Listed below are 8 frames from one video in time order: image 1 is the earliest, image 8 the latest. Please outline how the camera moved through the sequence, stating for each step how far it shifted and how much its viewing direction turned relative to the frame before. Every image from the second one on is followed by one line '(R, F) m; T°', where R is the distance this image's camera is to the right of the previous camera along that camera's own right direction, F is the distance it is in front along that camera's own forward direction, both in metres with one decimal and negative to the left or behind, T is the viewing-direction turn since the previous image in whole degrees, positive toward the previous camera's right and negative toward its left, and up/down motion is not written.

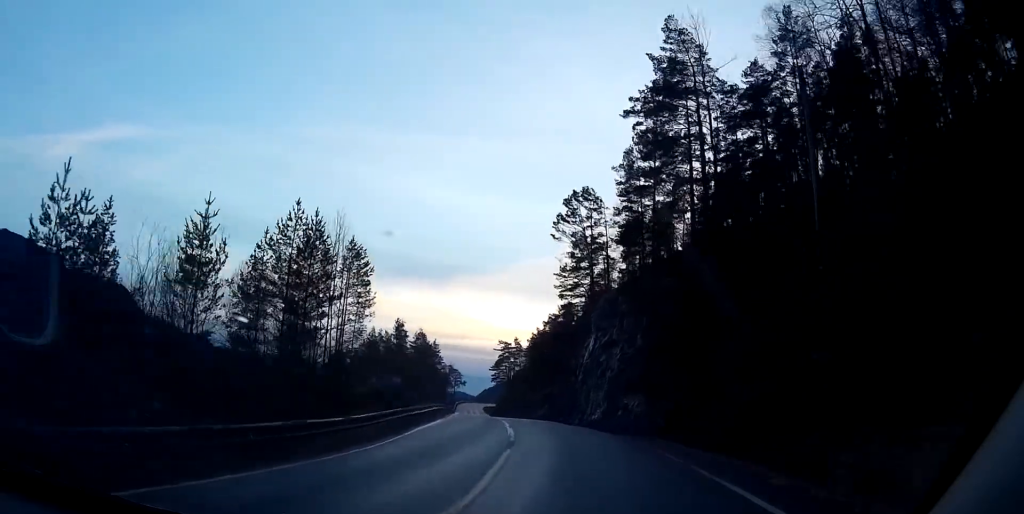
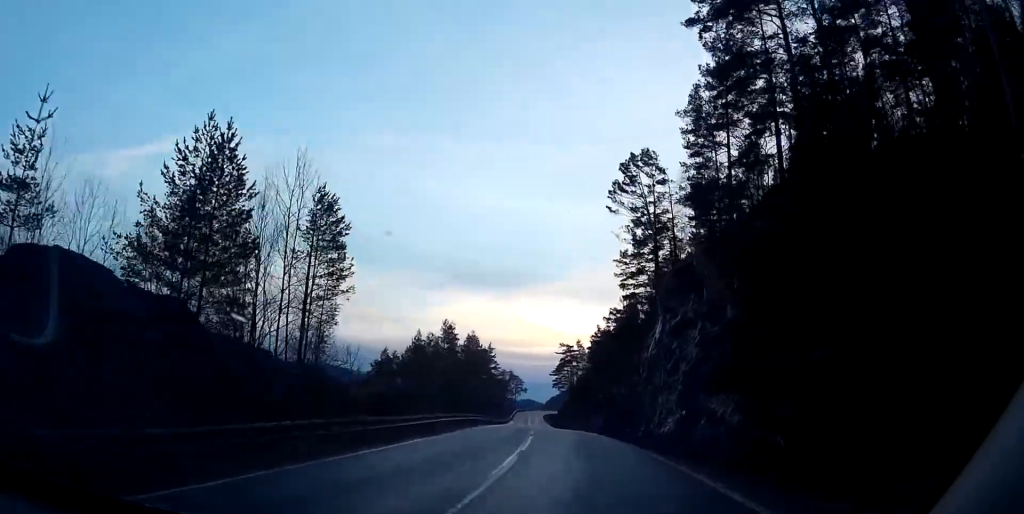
(-0.5, +12.3) m; -5°
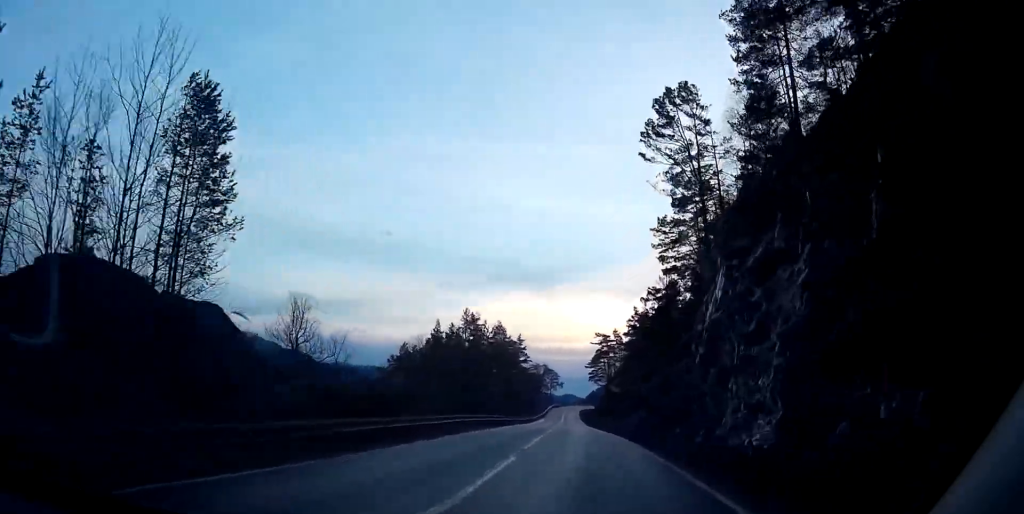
(0.0, +11.8) m; -4°
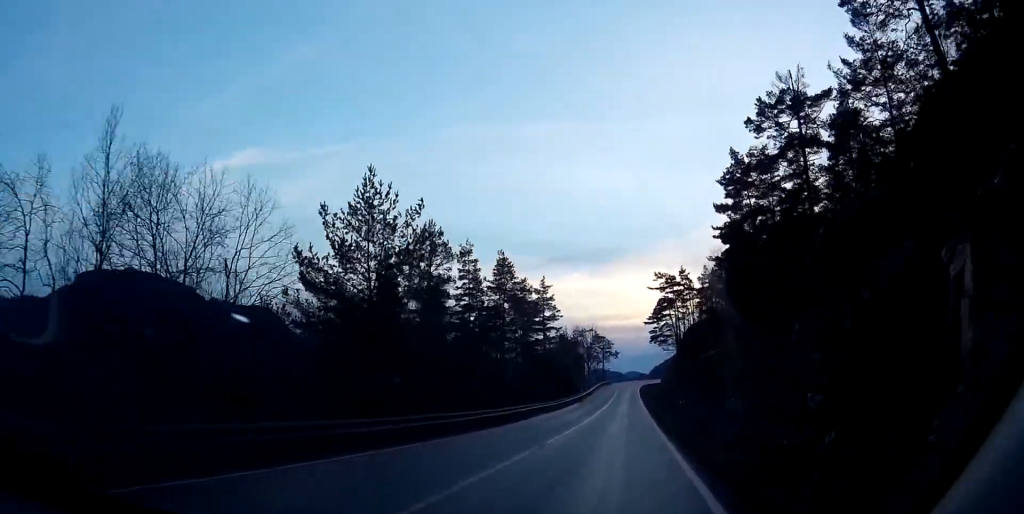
(-4.0, +48.9) m; -4°
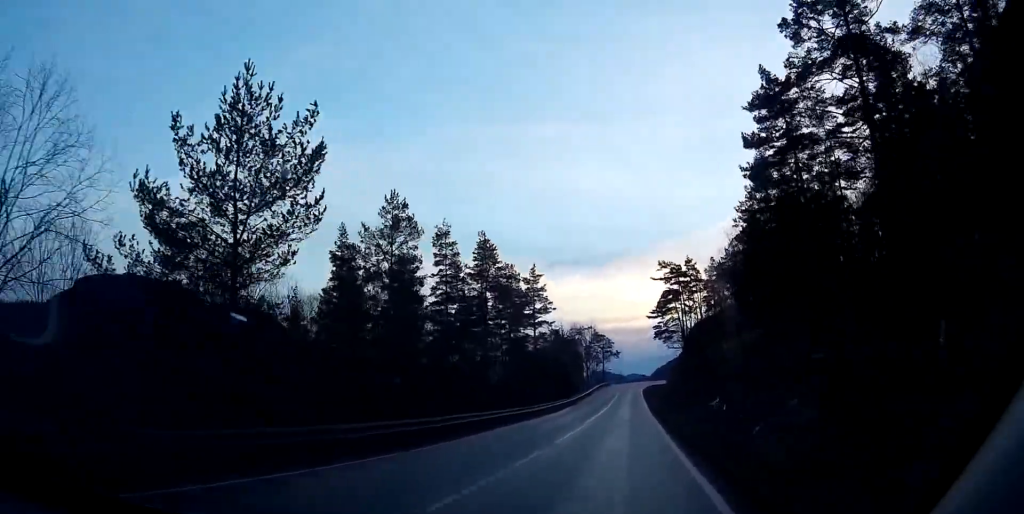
(0.0, +11.2) m; +1°
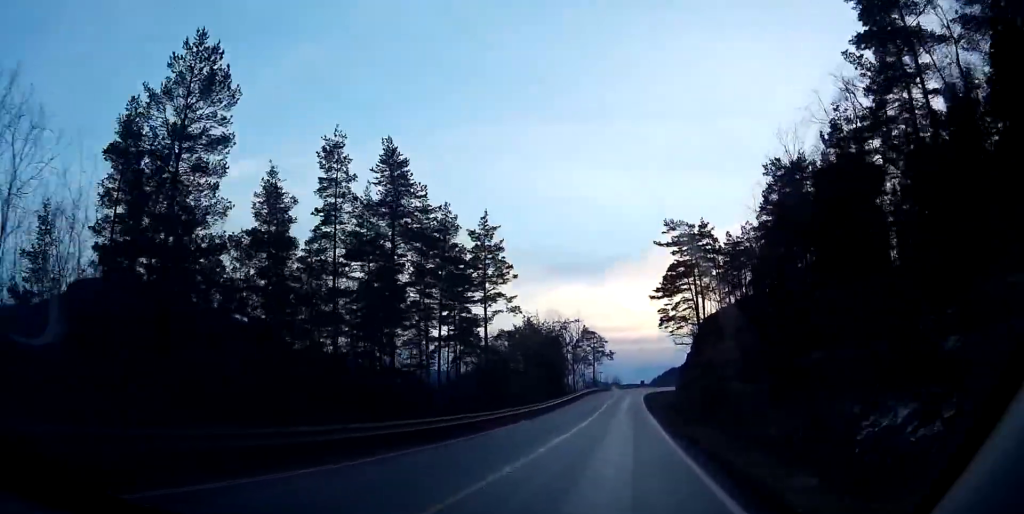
(+0.6, +27.9) m; +2°
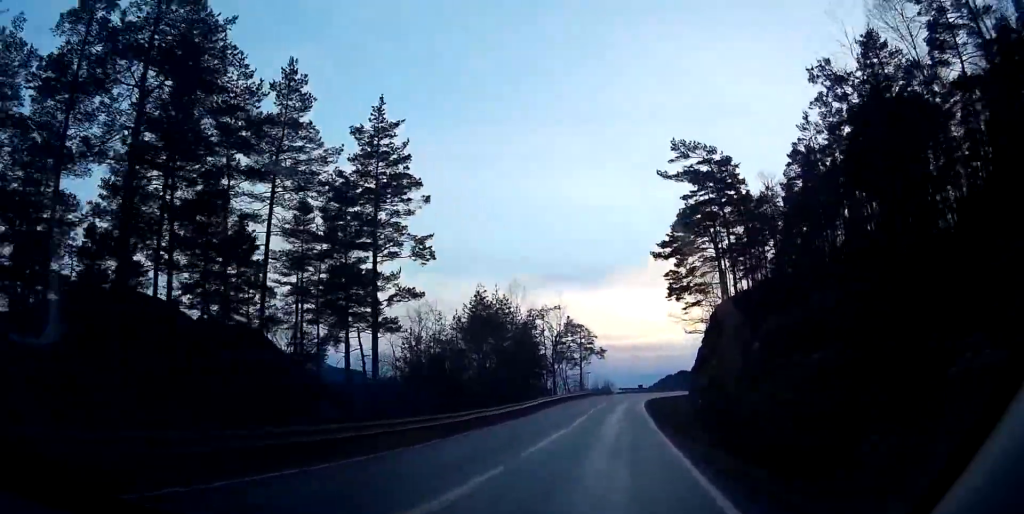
(+0.4, +25.0) m; +1°
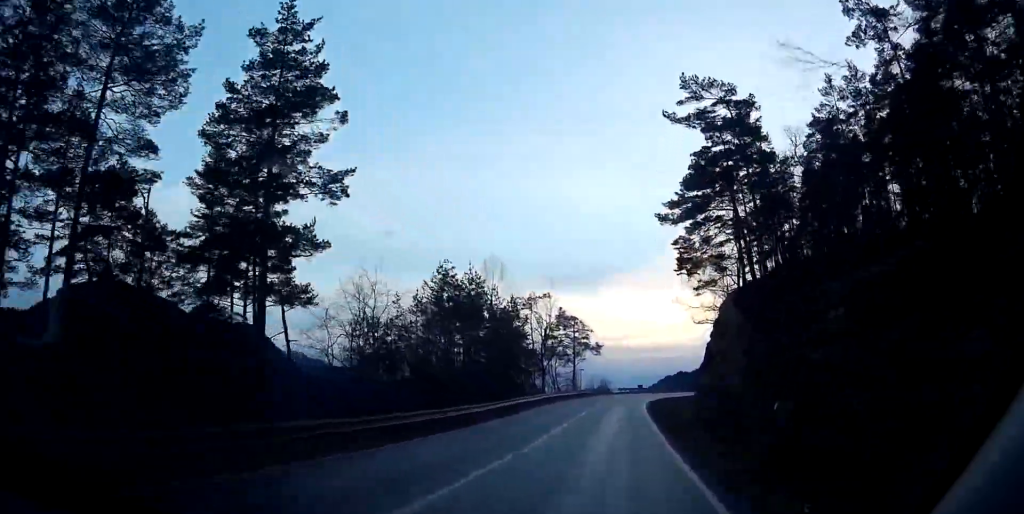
(+0.1, +10.9) m; 0°
